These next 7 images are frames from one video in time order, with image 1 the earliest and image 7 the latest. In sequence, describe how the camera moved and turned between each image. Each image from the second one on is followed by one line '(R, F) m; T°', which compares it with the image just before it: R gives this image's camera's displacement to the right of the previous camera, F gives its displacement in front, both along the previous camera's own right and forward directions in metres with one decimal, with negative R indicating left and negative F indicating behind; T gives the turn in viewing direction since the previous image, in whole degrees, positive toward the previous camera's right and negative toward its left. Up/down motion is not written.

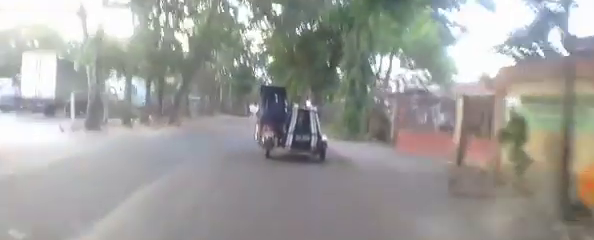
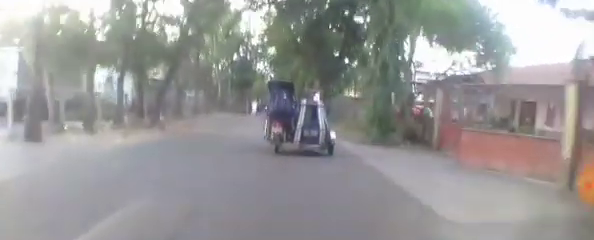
(0.0, +3.9) m; +2°
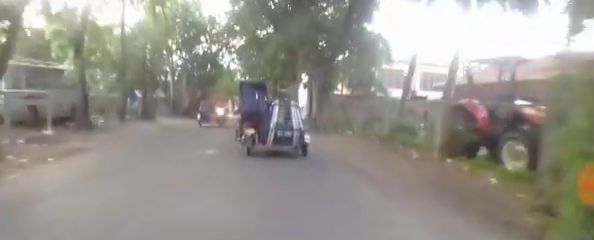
(+0.5, +9.0) m; +4°
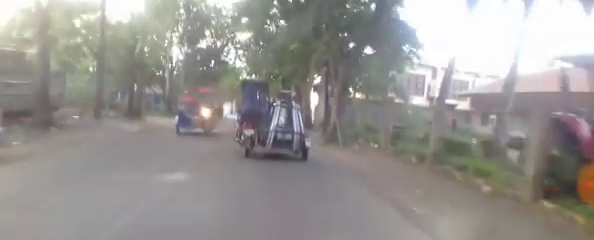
(0.0, +3.1) m; 0°
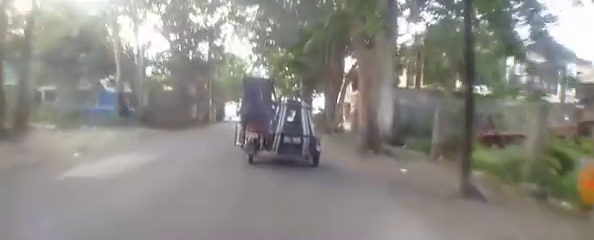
(-0.1, +10.5) m; -3°
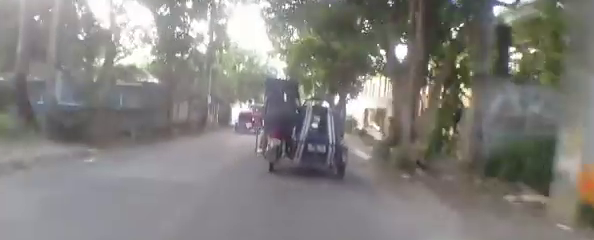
(-0.3, +7.7) m; -1°
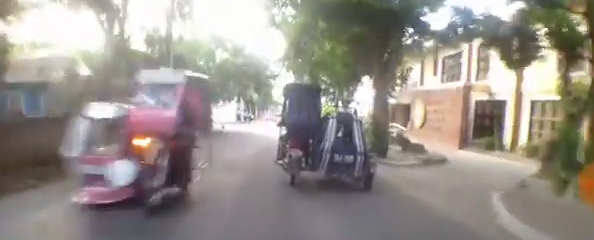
(+0.1, +8.0) m; -1°
